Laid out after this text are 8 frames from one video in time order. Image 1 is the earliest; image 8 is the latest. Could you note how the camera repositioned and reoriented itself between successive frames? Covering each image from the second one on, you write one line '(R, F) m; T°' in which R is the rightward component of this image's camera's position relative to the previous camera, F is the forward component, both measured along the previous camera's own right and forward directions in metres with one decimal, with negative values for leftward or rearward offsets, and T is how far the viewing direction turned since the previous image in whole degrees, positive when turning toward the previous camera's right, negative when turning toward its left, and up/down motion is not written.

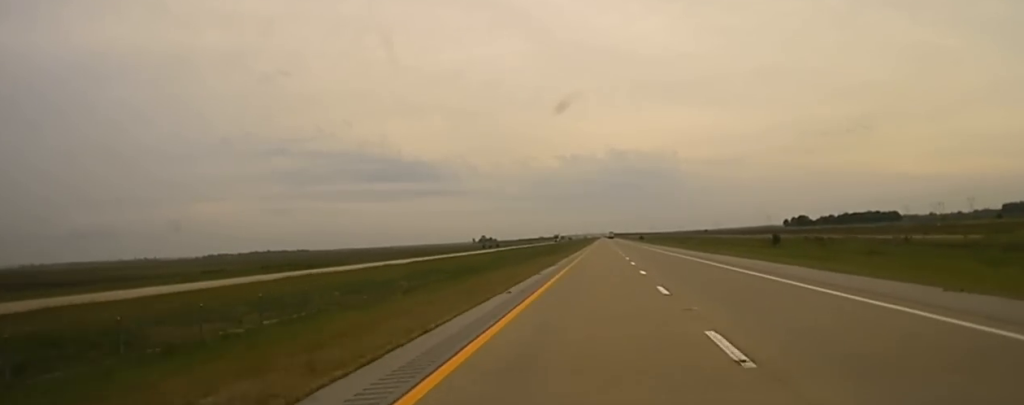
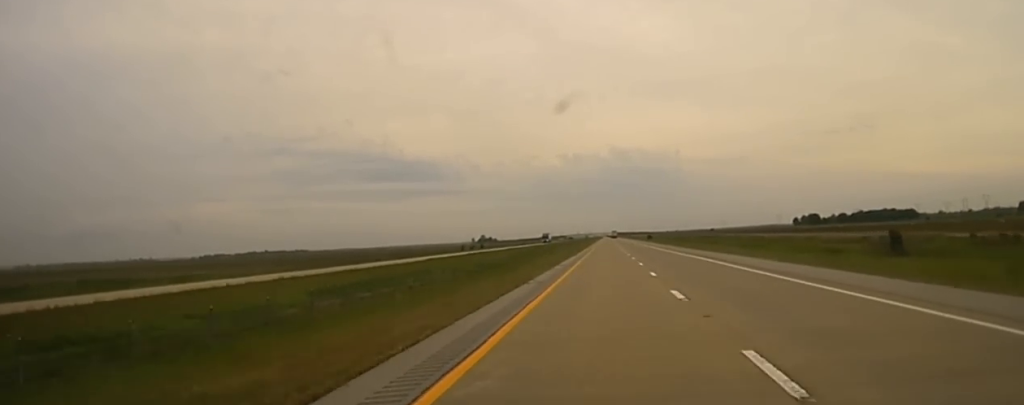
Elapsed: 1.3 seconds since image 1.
(+0.2, +56.7) m; 0°
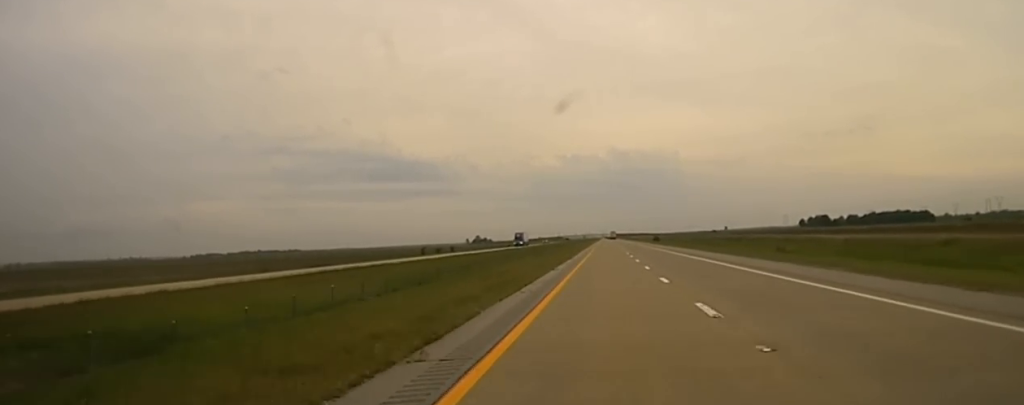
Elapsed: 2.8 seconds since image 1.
(-0.2, +81.3) m; 0°
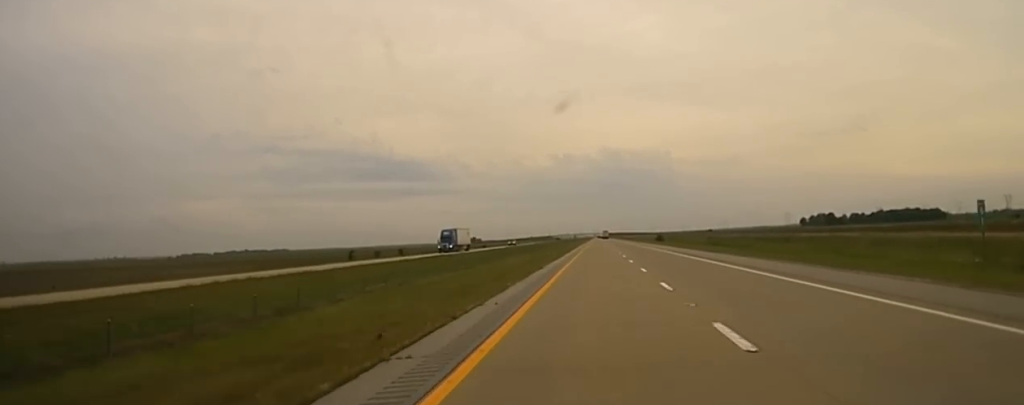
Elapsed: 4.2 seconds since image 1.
(+0.7, +70.7) m; +1°
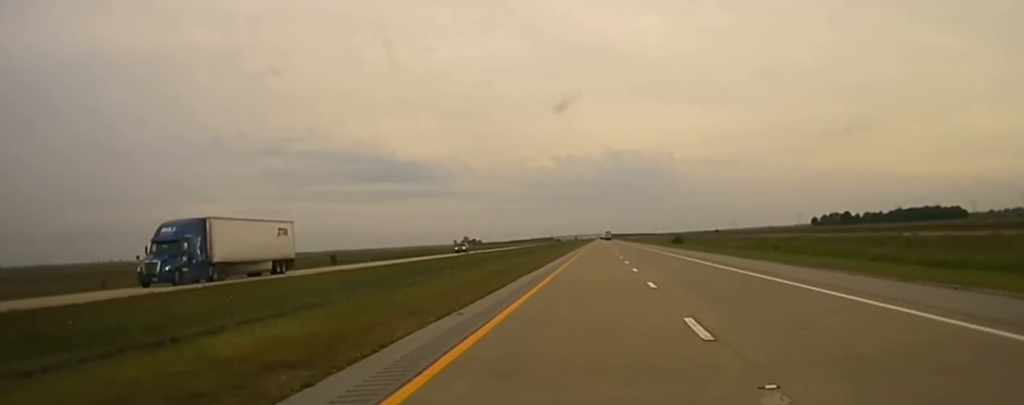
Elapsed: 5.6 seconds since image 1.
(+0.1, +57.4) m; 0°
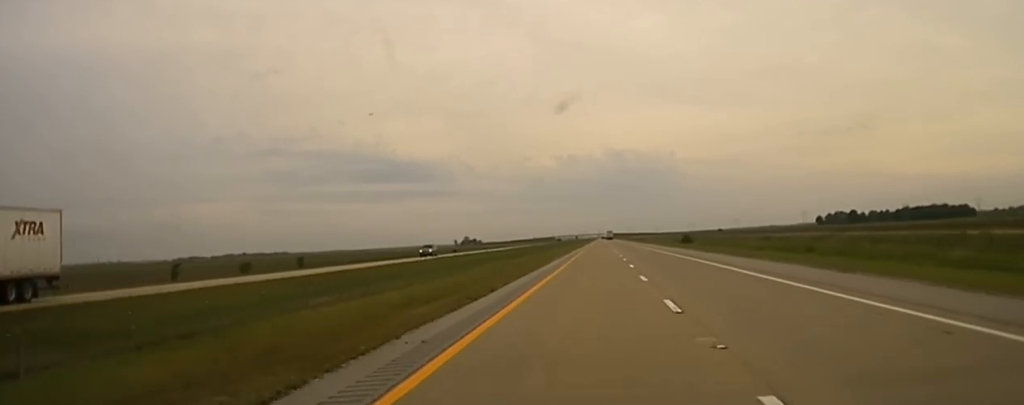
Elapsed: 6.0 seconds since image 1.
(-0.1, +15.8) m; 0°
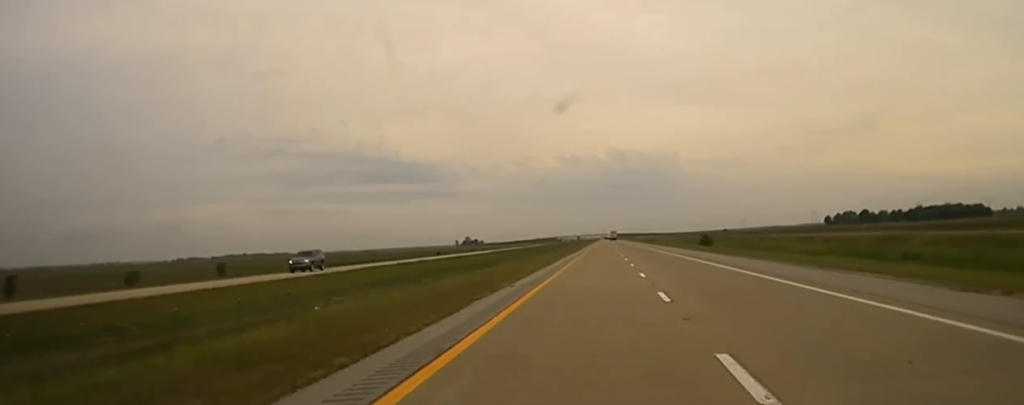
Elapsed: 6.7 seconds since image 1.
(-0.1, +25.6) m; 0°
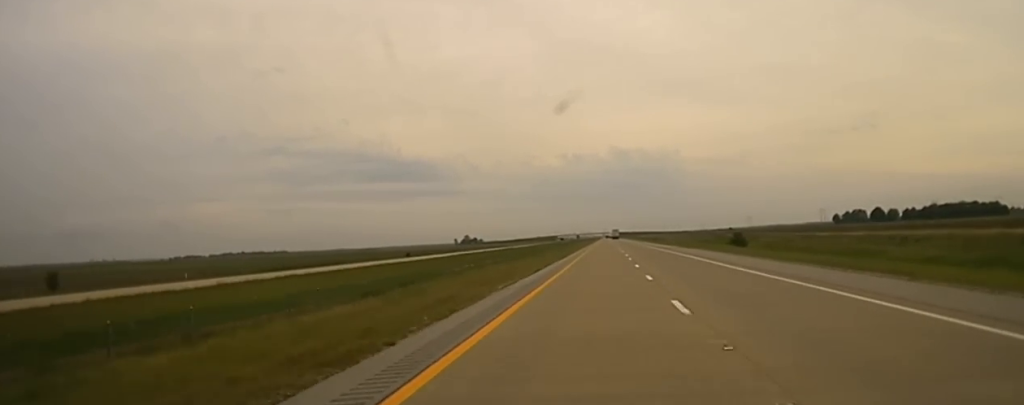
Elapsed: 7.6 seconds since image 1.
(-0.1, +33.0) m; 0°
